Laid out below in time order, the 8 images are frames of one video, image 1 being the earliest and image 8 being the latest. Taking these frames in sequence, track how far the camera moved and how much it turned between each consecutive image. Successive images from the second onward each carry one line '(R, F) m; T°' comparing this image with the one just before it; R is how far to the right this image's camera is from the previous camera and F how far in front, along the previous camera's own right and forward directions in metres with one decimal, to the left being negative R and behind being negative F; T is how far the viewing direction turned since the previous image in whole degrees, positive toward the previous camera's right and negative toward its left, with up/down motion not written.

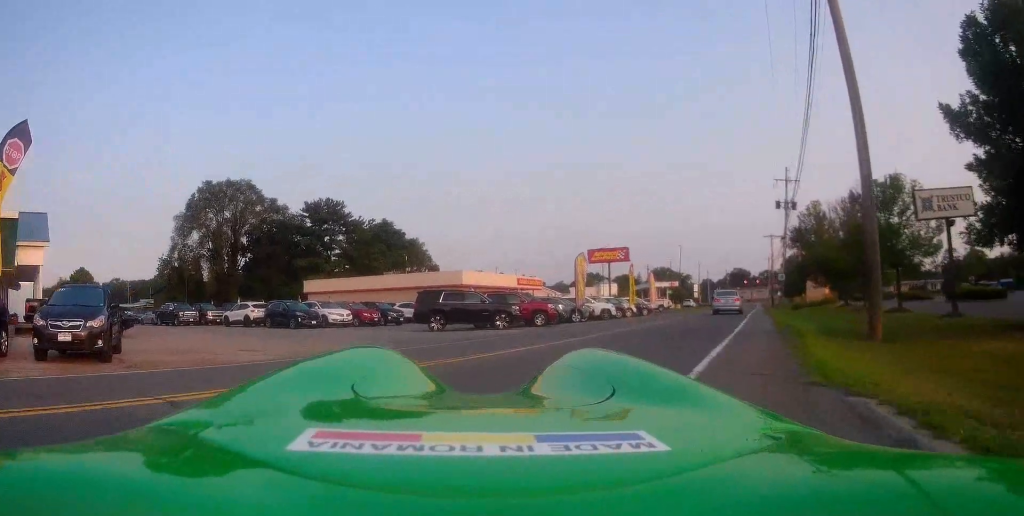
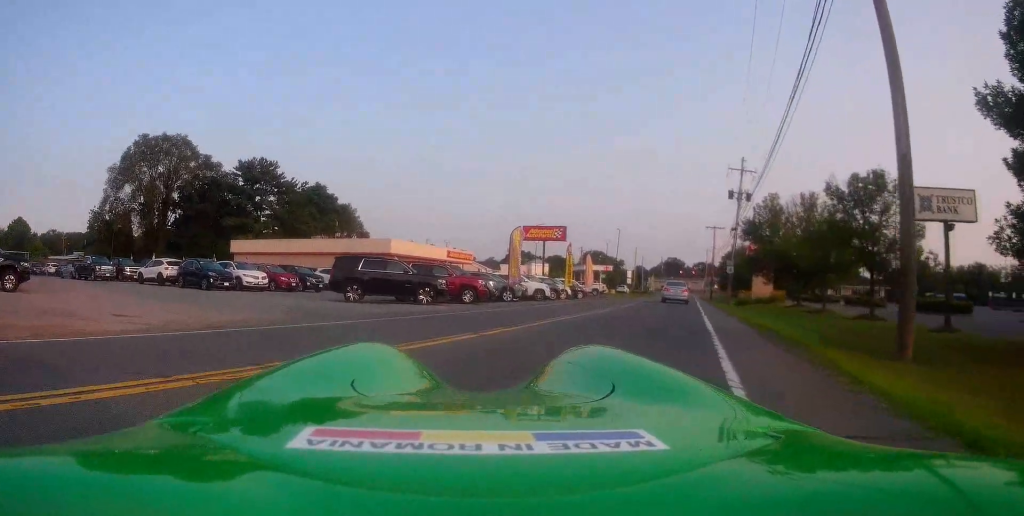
(+0.1, +3.0) m; +5°
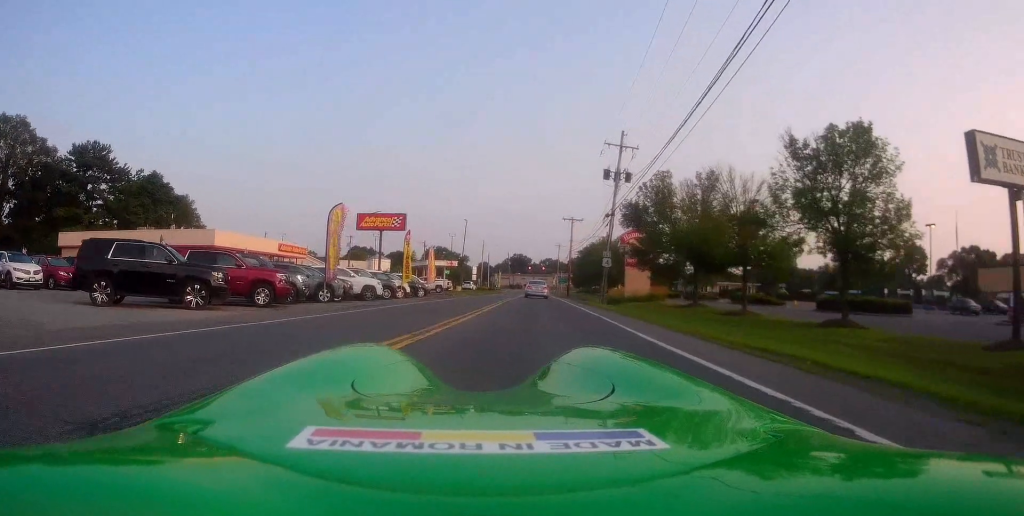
(+1.1, +8.1) m; +13°
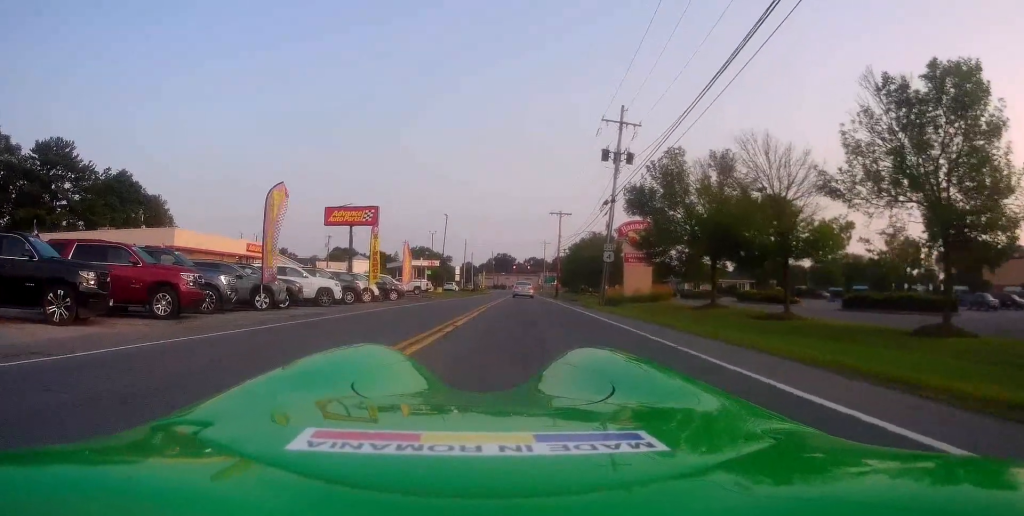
(+0.3, +5.6) m; +3°
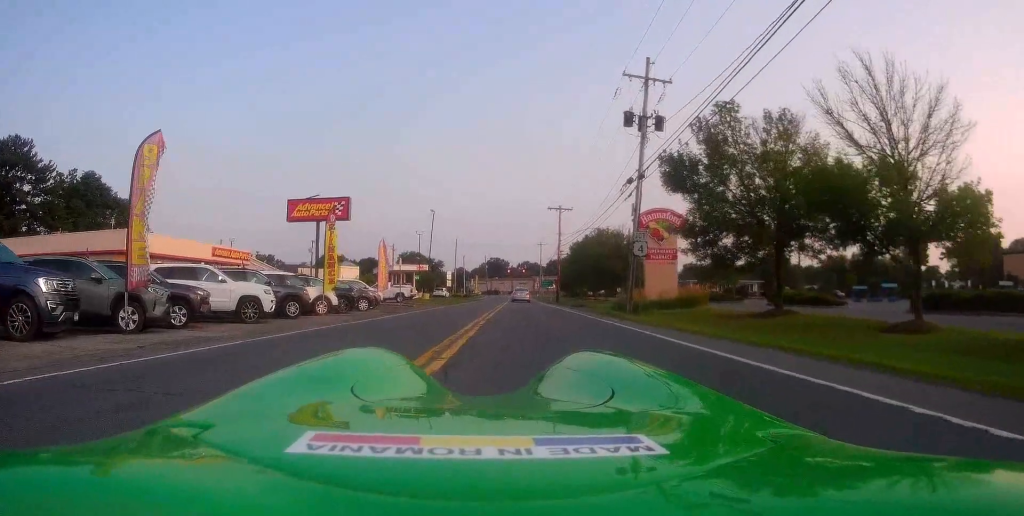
(-0.1, +7.9) m; +2°
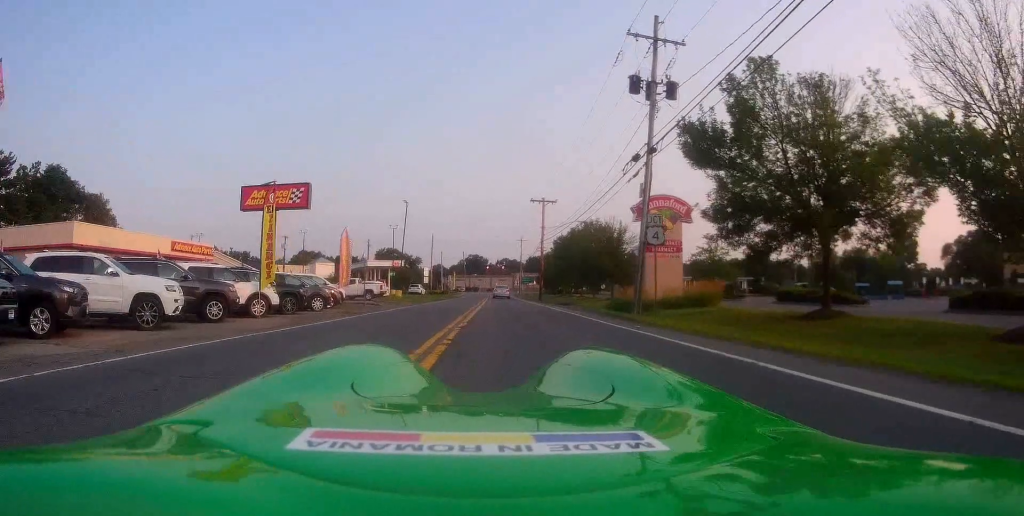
(+0.2, +4.9) m; +1°
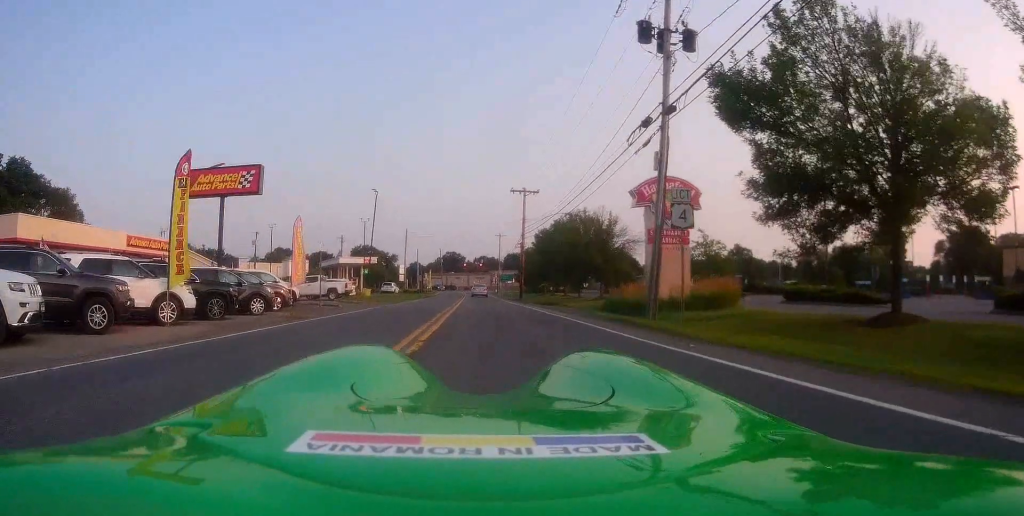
(0.0, +4.8) m; 0°
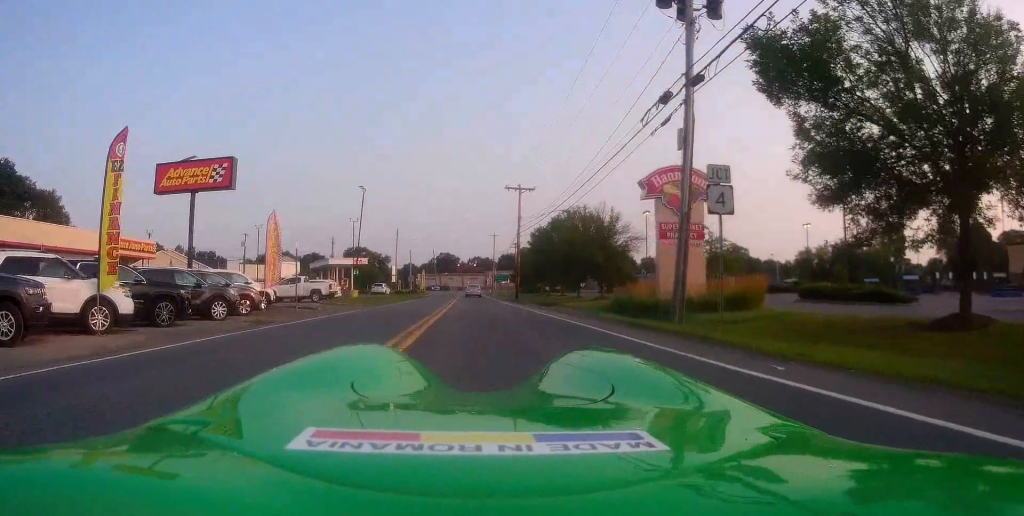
(-0.1, +2.9) m; 0°
